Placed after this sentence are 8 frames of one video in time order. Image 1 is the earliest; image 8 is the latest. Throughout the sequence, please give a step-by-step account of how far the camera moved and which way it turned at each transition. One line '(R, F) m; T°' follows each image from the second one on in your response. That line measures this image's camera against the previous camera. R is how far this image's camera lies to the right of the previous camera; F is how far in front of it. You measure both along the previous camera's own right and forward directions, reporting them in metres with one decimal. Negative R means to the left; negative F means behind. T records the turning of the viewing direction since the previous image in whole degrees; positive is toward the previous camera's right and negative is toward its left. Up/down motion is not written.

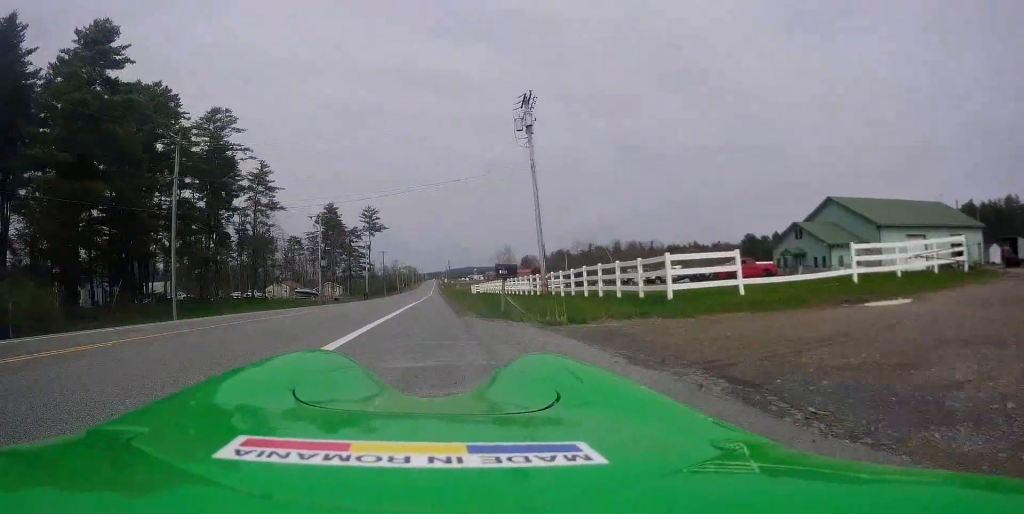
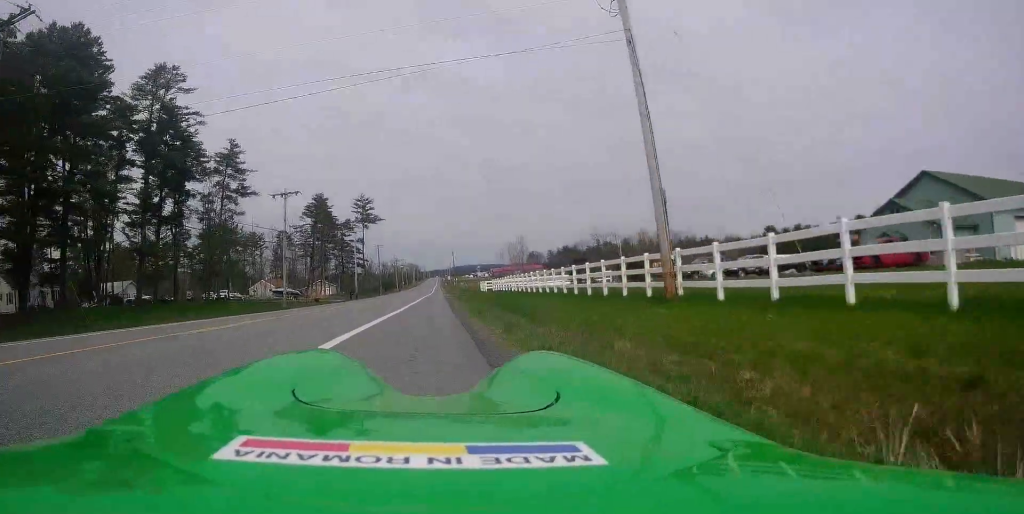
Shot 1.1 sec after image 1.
(0.0, +17.5) m; 0°
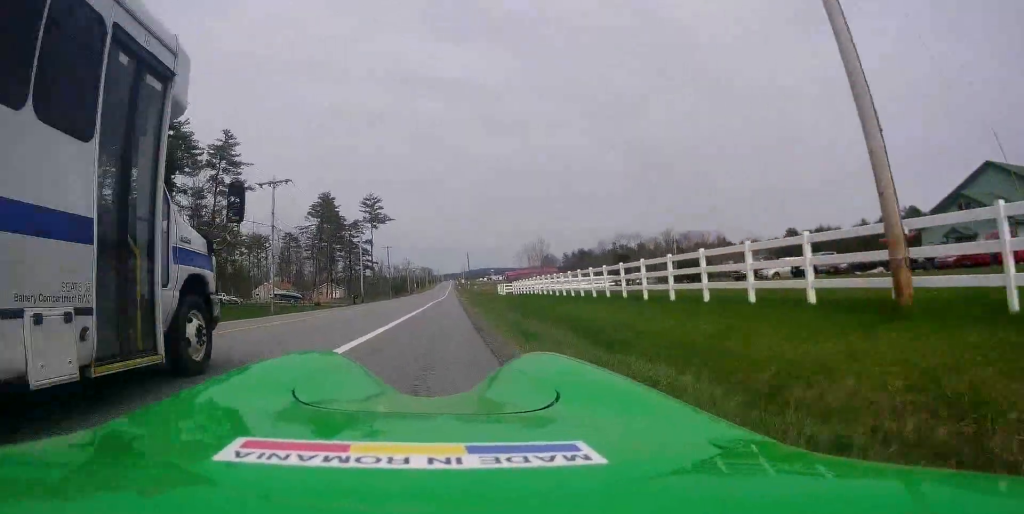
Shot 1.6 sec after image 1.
(0.0, +8.1) m; 0°
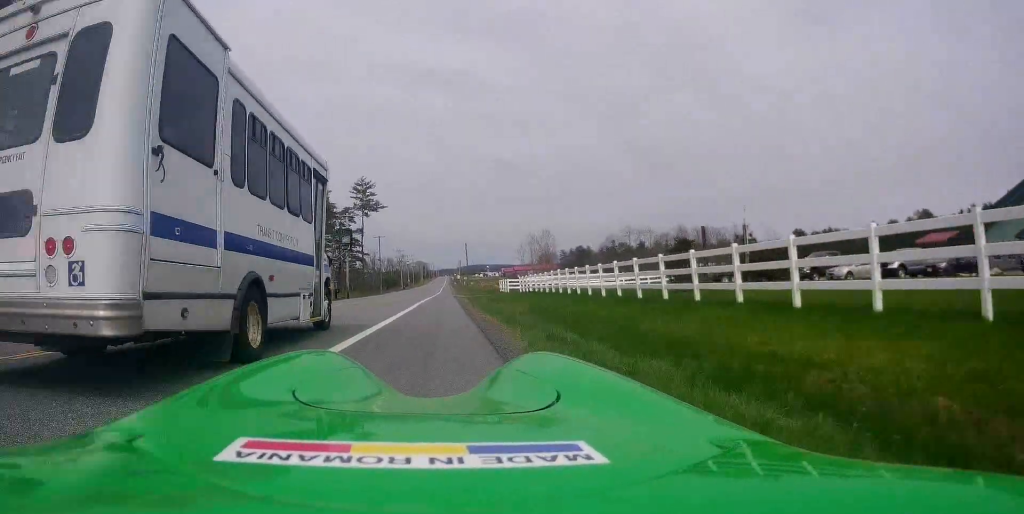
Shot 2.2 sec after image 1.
(-0.1, +9.5) m; +1°
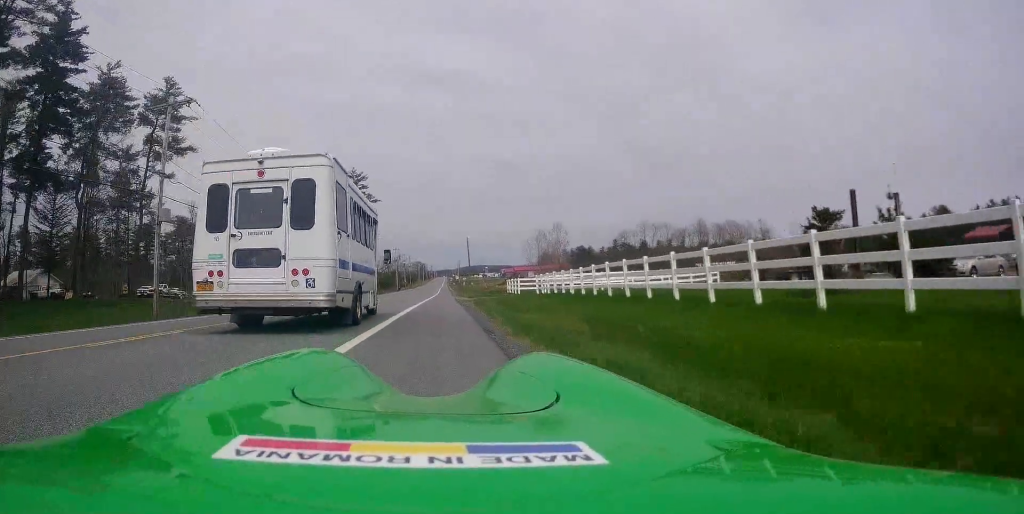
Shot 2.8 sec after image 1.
(+0.2, +10.3) m; -1°
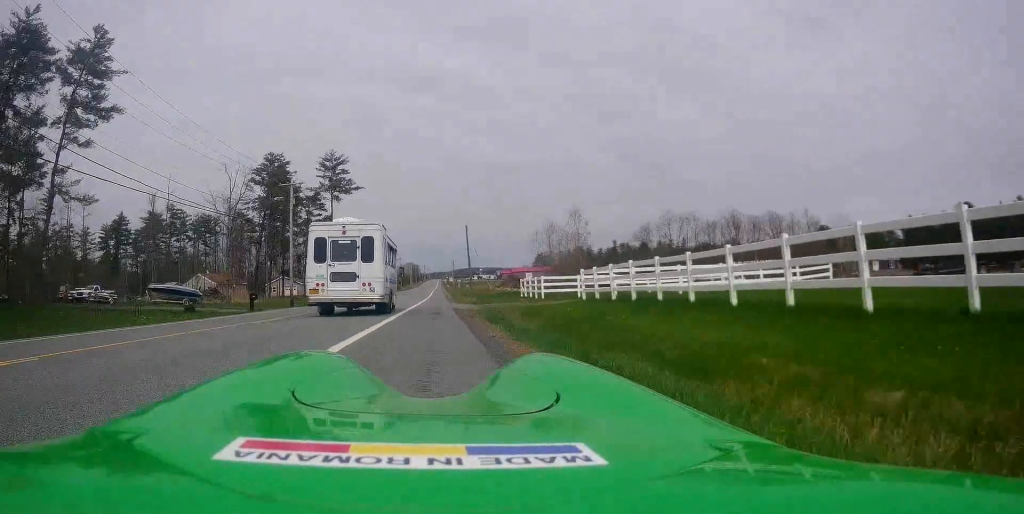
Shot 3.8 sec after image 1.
(-0.2, +15.9) m; -1°
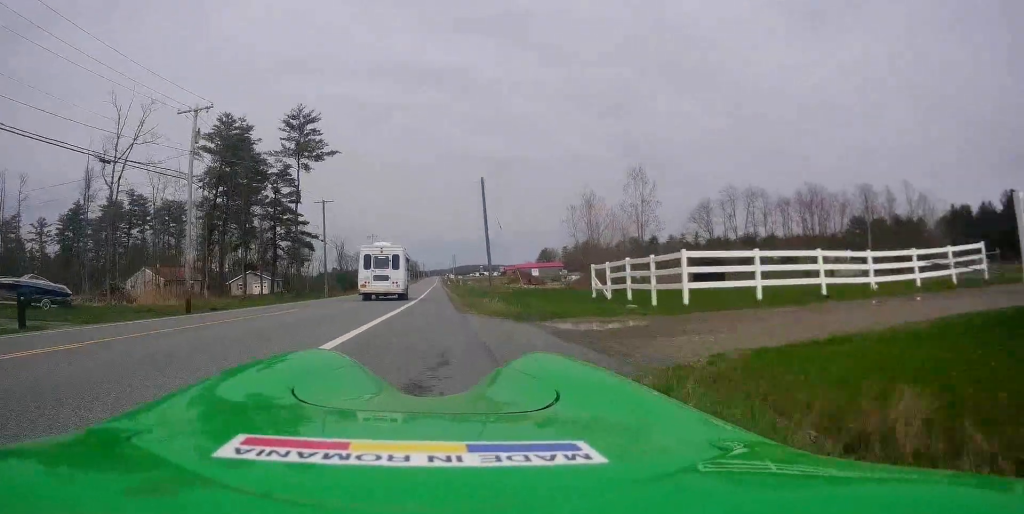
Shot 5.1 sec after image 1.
(-0.1, +23.0) m; 0°
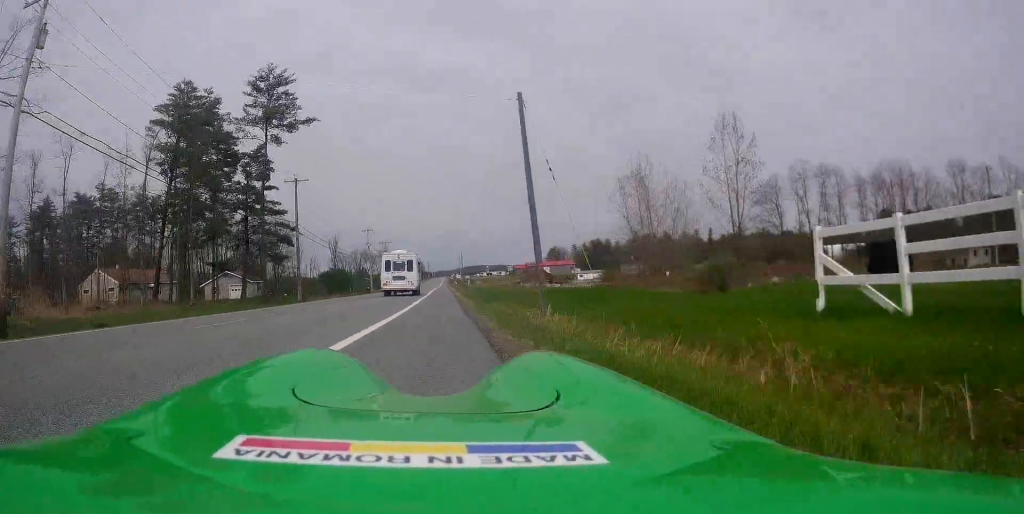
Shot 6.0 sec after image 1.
(0.0, +15.5) m; -1°
